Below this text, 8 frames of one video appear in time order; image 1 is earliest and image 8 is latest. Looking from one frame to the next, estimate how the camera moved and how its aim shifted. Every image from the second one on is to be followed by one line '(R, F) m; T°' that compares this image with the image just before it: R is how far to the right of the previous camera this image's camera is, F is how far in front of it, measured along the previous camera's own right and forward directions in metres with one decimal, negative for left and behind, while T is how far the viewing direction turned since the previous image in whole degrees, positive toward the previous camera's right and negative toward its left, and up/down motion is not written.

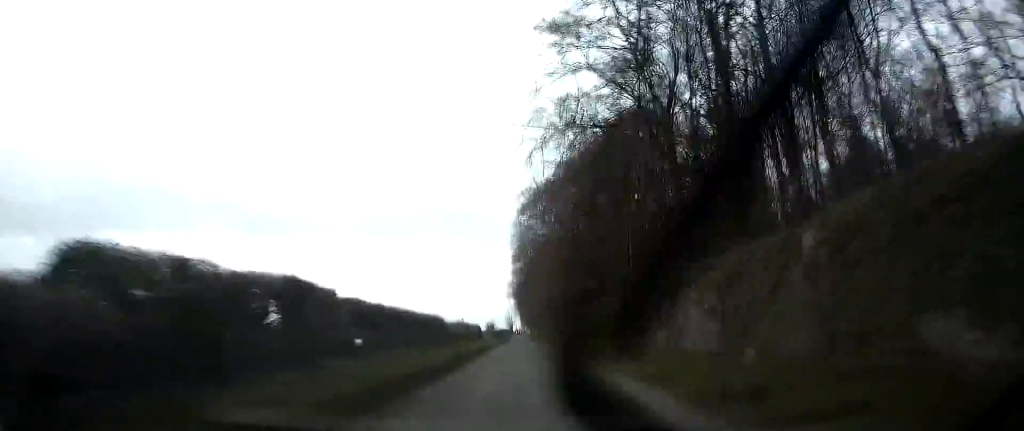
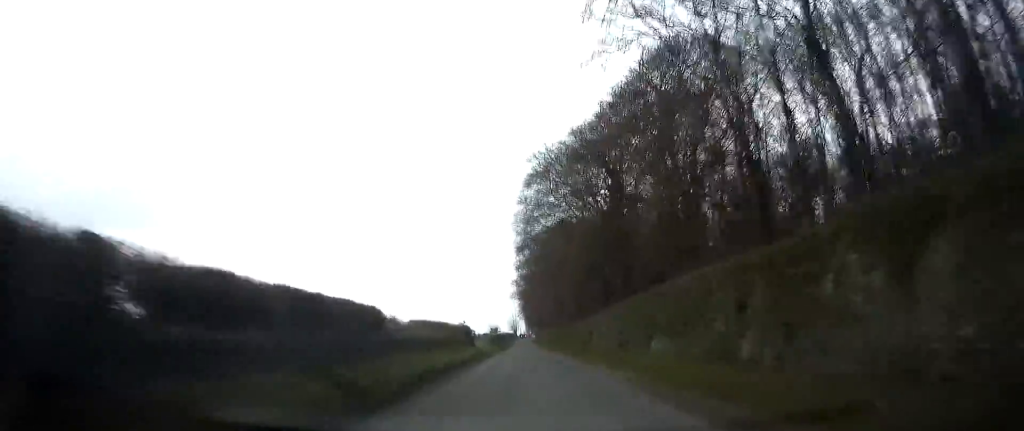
(+0.7, +14.9) m; 0°
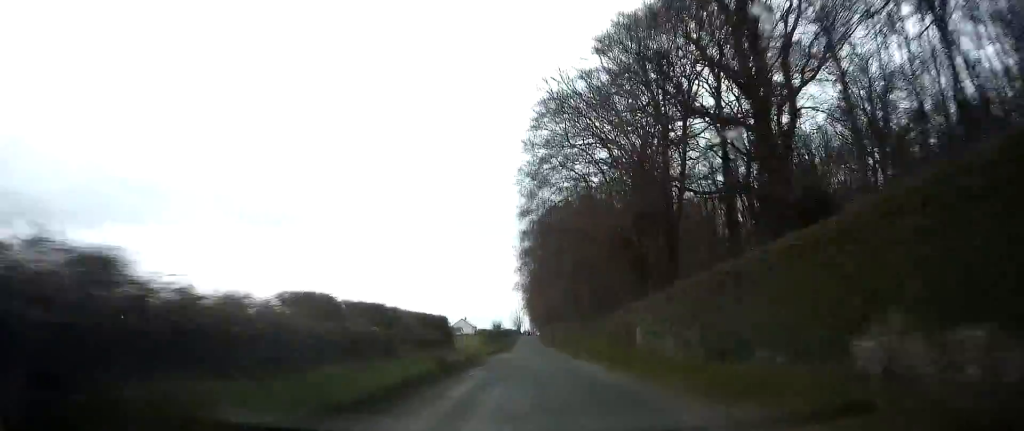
(-0.6, +14.9) m; -4°
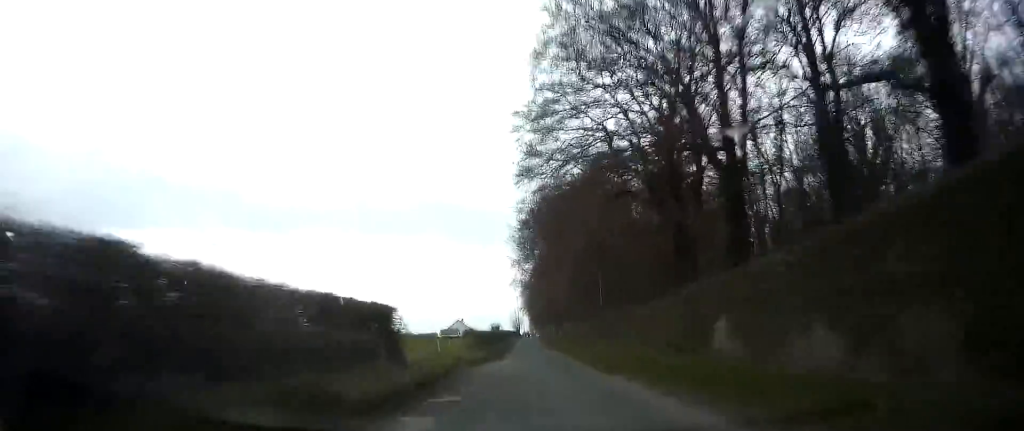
(-0.3, +11.9) m; -2°
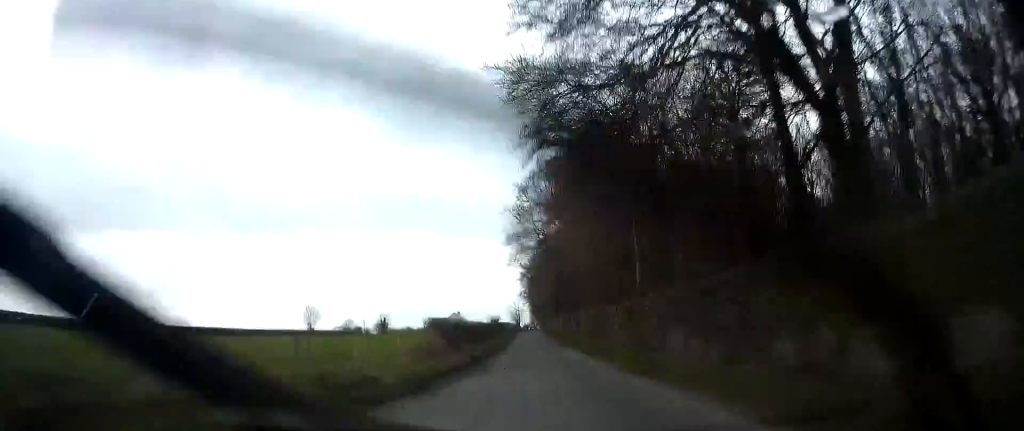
(-0.4, +17.4) m; 0°
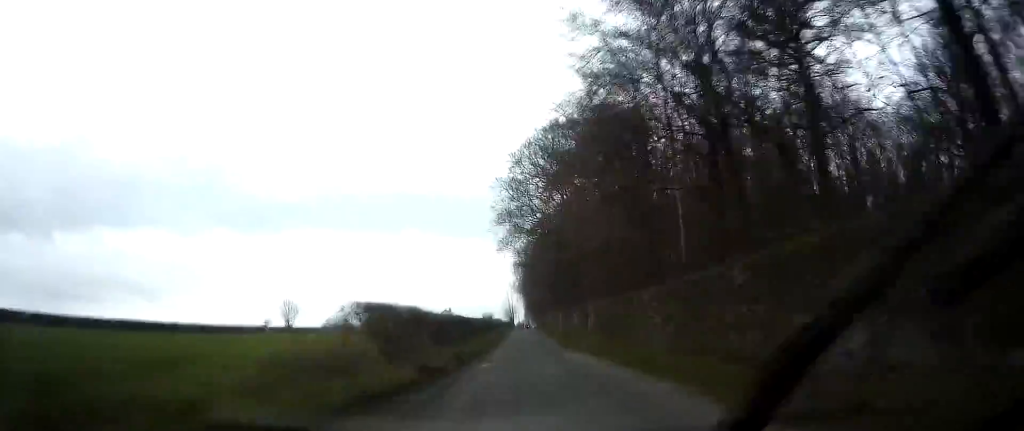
(0.0, +11.5) m; +1°
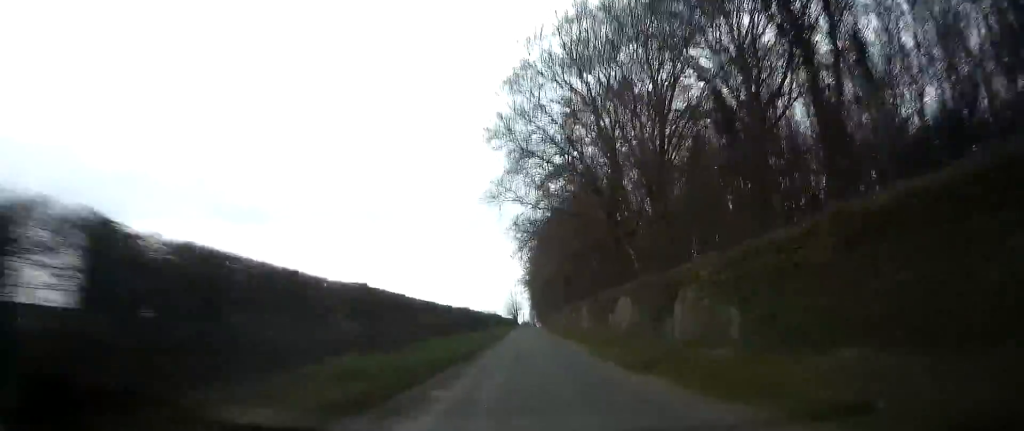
(+0.6, +24.3) m; 0°
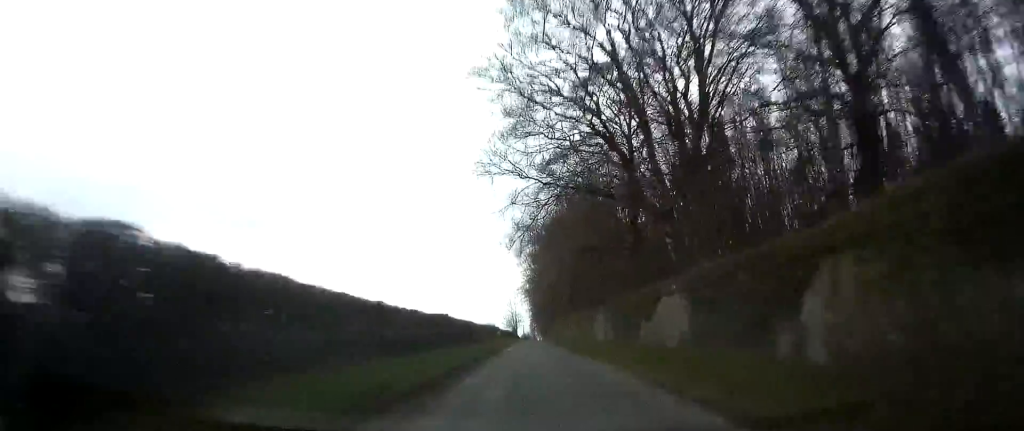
(0.0, +9.5) m; -1°
